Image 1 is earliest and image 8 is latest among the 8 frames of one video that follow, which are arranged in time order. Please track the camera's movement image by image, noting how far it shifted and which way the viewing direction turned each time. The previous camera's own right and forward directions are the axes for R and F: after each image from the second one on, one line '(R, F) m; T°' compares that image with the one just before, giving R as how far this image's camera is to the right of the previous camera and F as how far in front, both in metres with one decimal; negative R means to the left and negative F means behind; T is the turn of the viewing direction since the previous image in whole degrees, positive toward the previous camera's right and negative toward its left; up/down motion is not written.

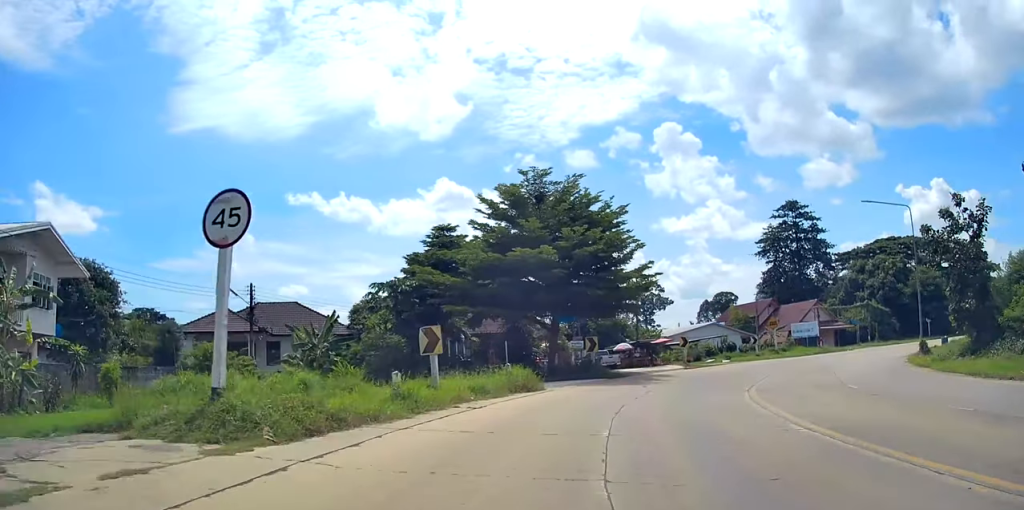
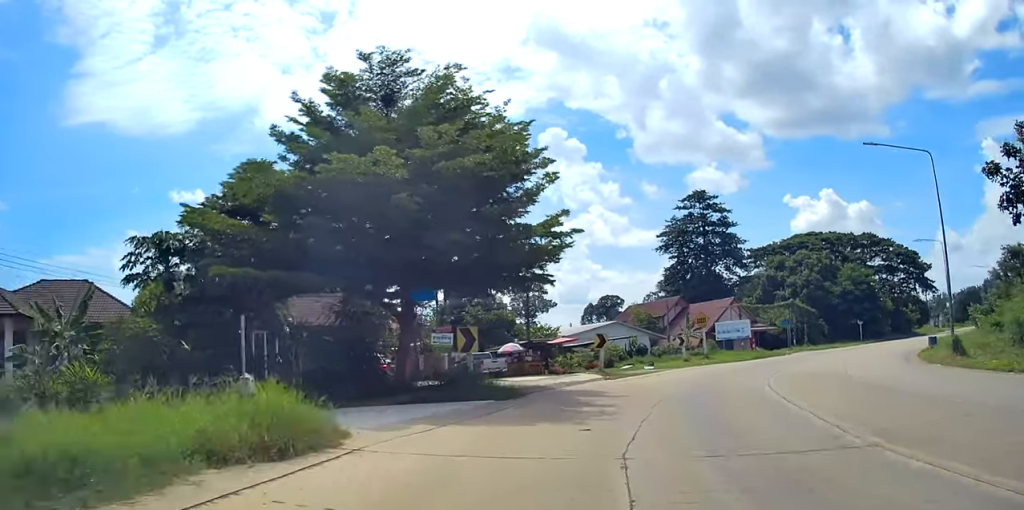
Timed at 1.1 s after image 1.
(+0.4, +13.0) m; +3°
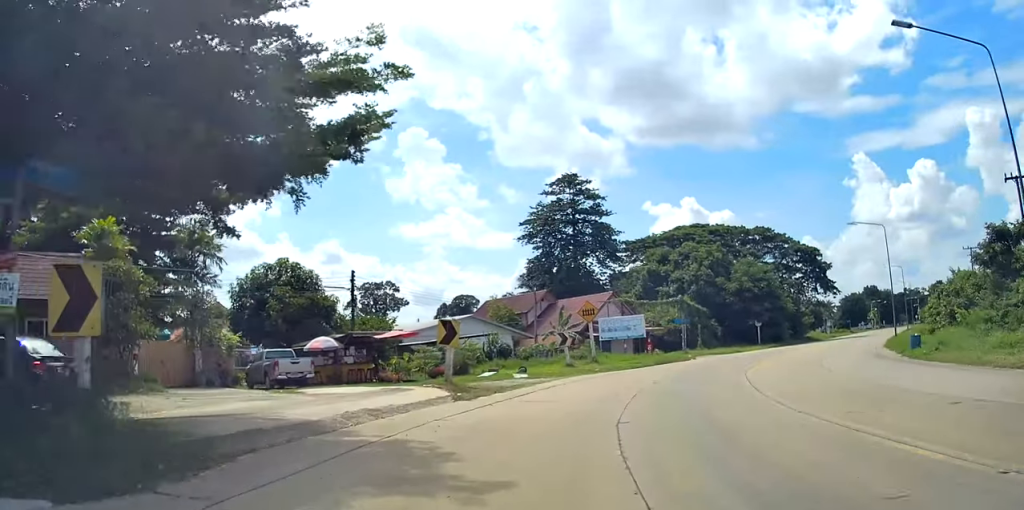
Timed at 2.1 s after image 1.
(+0.2, +11.7) m; +6°
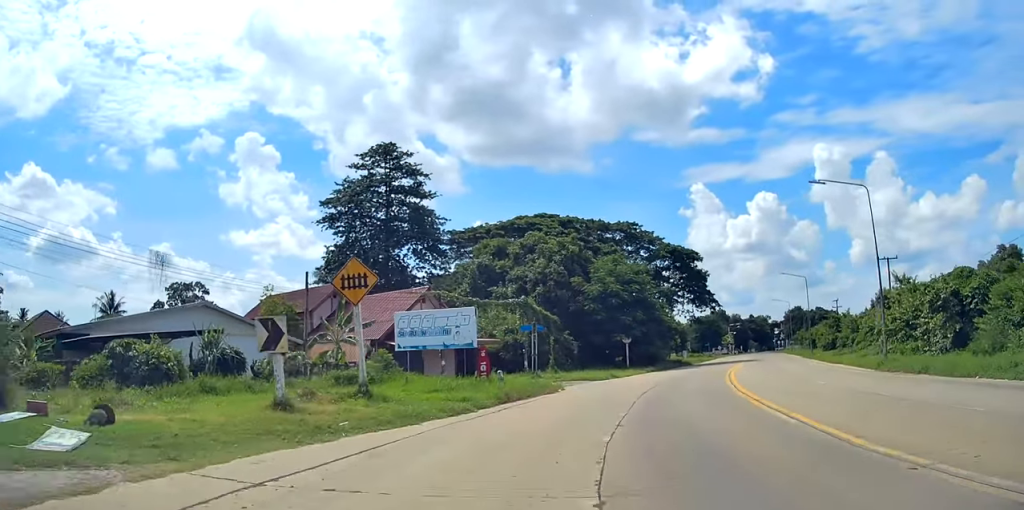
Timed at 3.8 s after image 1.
(+3.3, +17.1) m; +26°
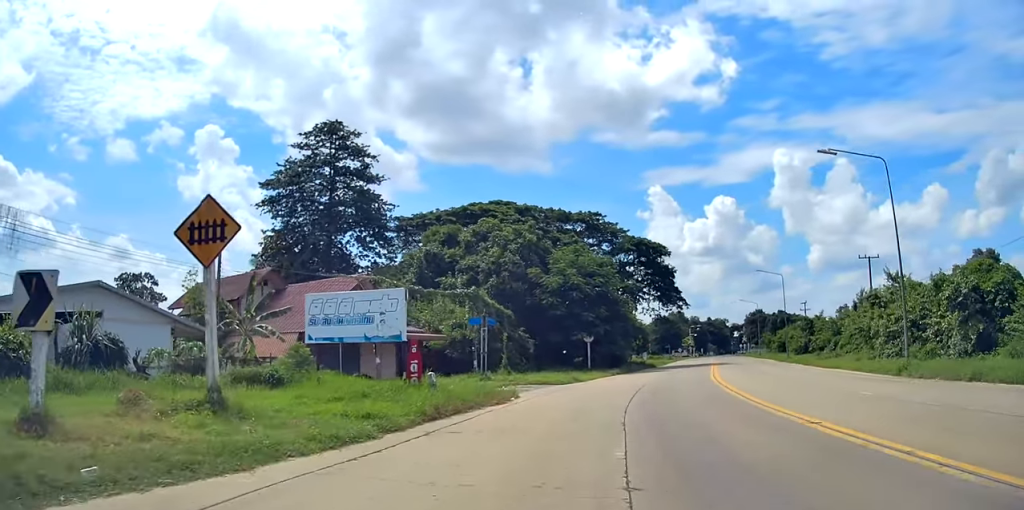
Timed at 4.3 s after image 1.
(+0.3, +5.0) m; +11°
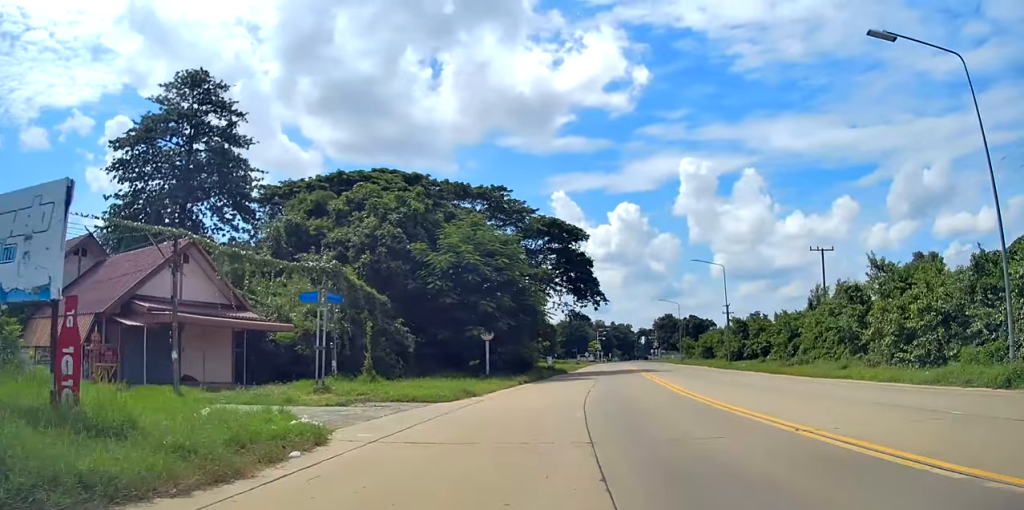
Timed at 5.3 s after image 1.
(+2.0, +9.8) m; +18°
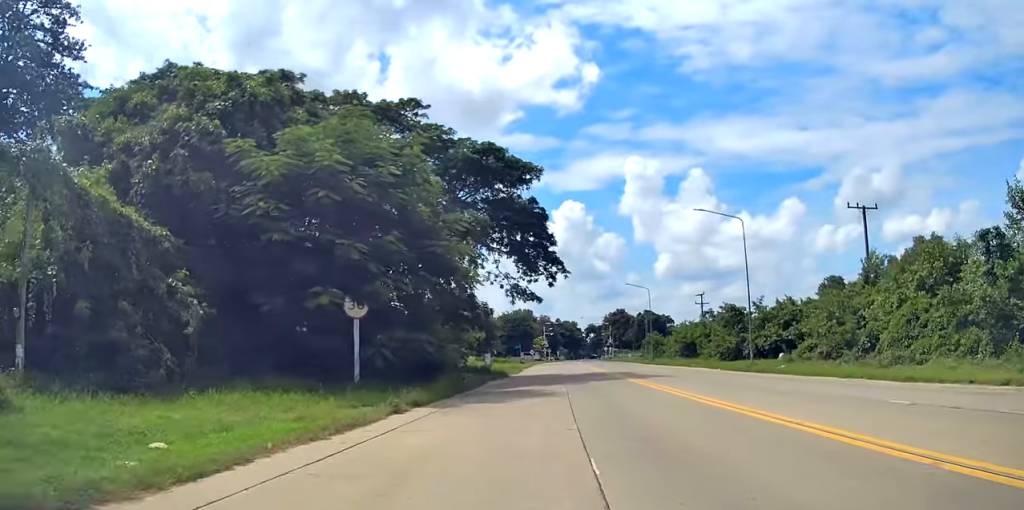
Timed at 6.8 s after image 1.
(+2.1, +17.2) m; +9°
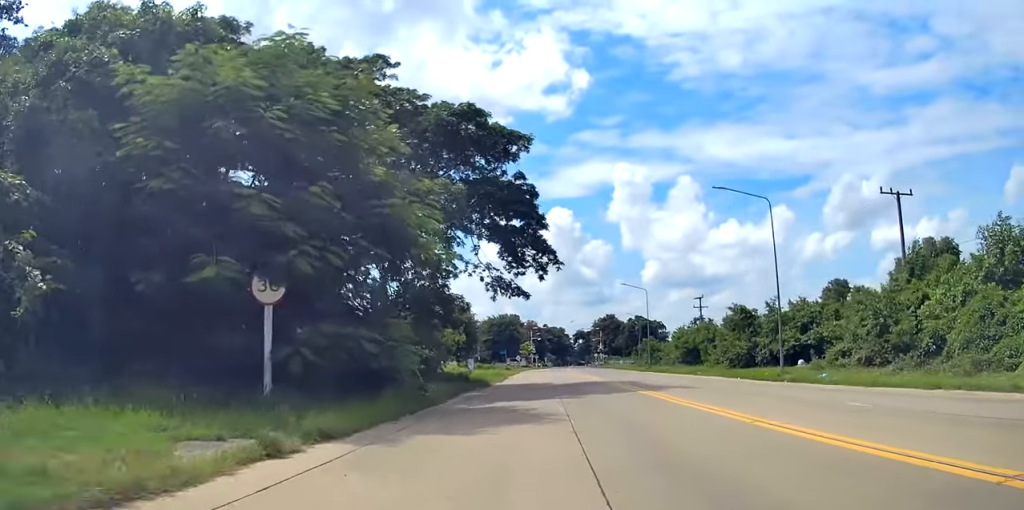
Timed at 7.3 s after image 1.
(+0.1, +6.2) m; +1°
